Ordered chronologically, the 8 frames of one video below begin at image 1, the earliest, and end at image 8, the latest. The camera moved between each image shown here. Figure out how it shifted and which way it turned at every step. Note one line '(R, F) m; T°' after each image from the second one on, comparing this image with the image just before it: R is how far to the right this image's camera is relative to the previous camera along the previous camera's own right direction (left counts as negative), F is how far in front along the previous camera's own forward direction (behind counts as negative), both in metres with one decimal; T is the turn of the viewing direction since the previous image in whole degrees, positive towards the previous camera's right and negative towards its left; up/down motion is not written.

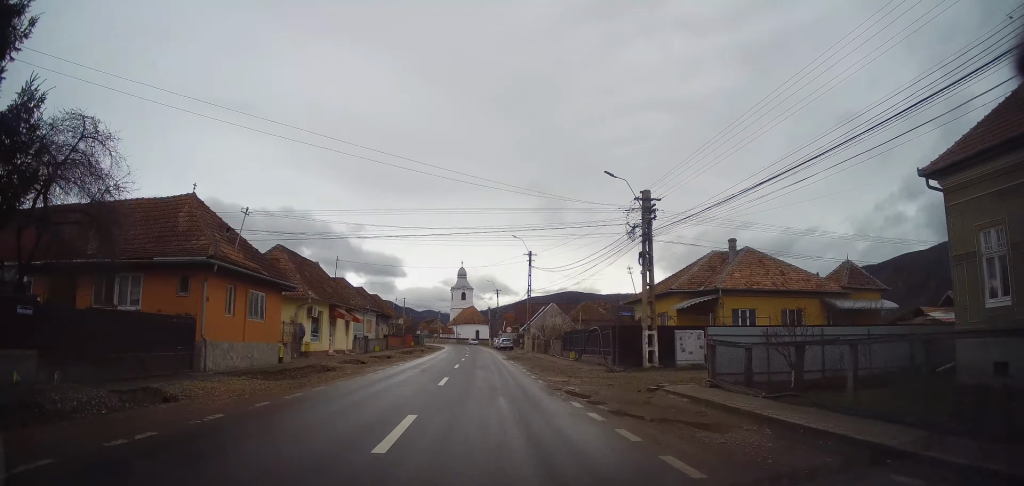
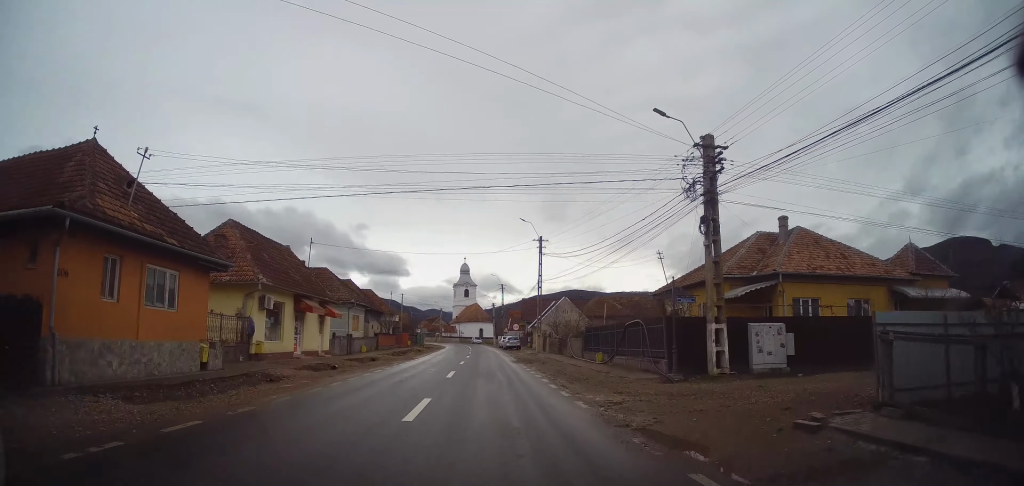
(-0.1, +6.7) m; -1°
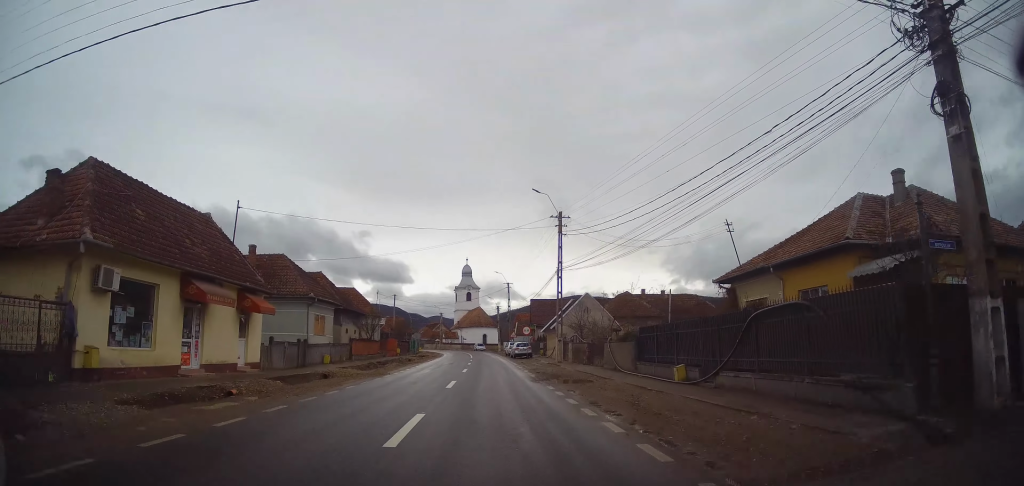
(0.0, +10.6) m; -1°
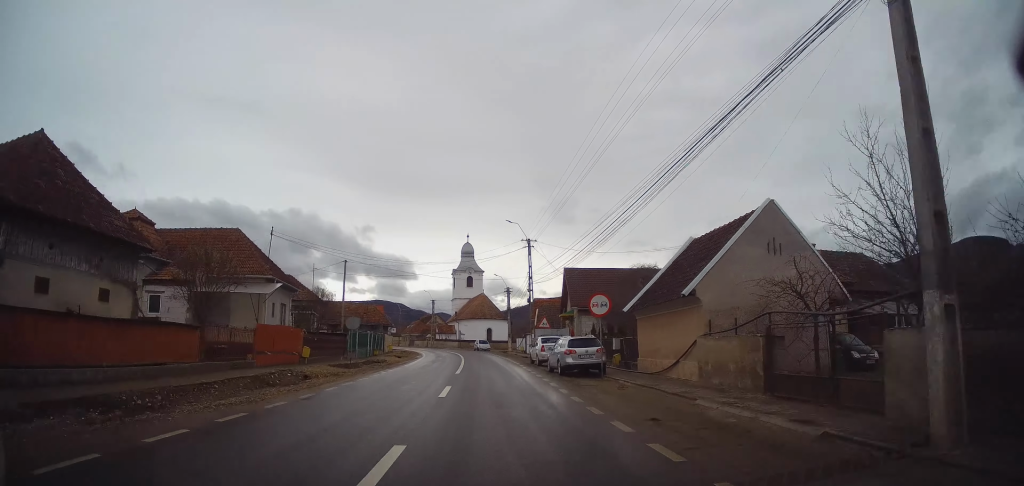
(-0.4, +29.7) m; +1°
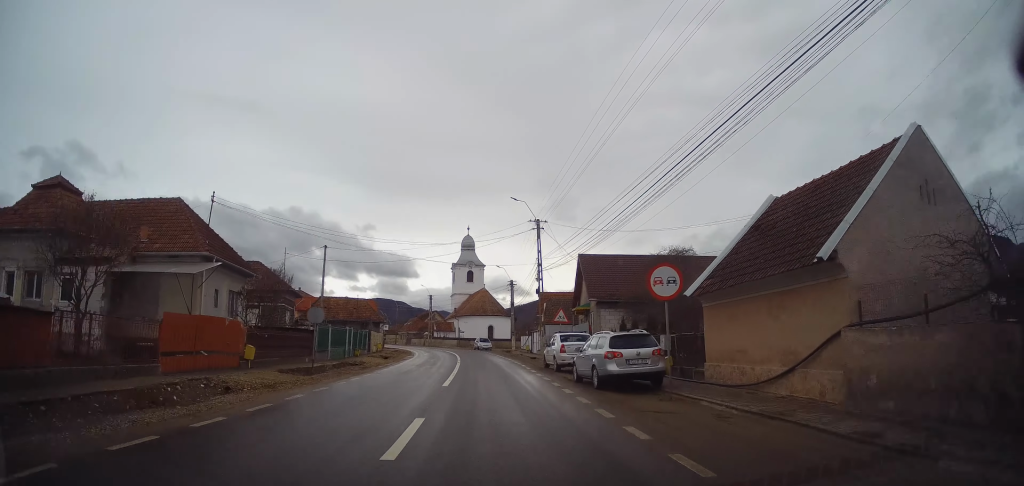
(+0.1, +6.8) m; 0°
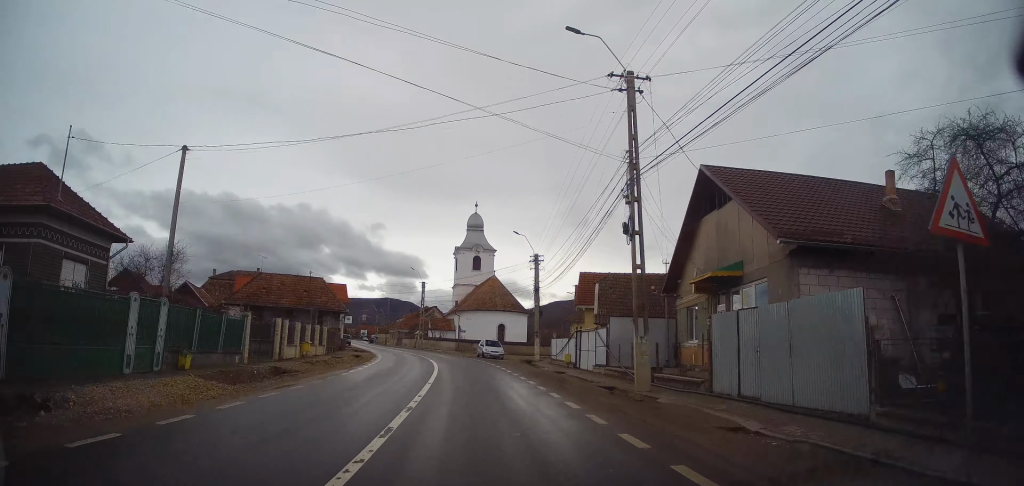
(-0.5, +22.5) m; -1°
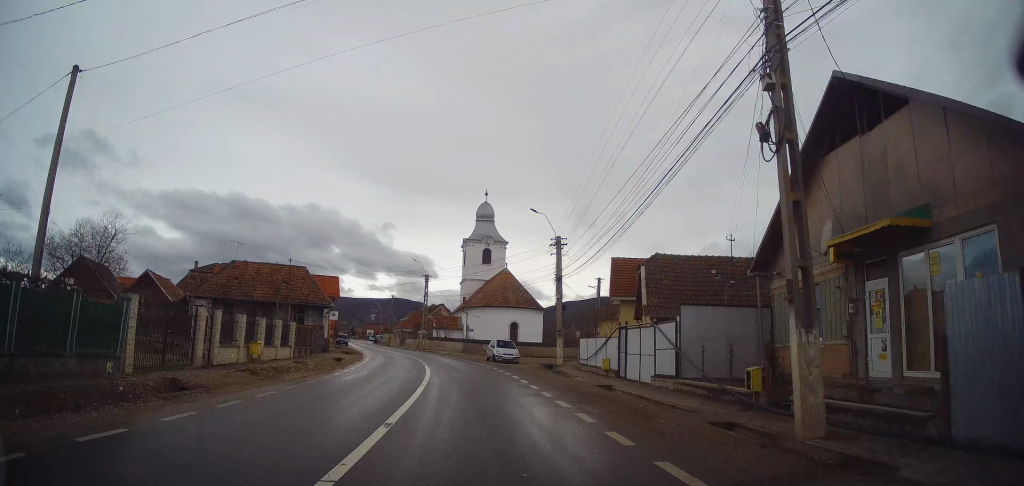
(+0.3, +7.7) m; -1°
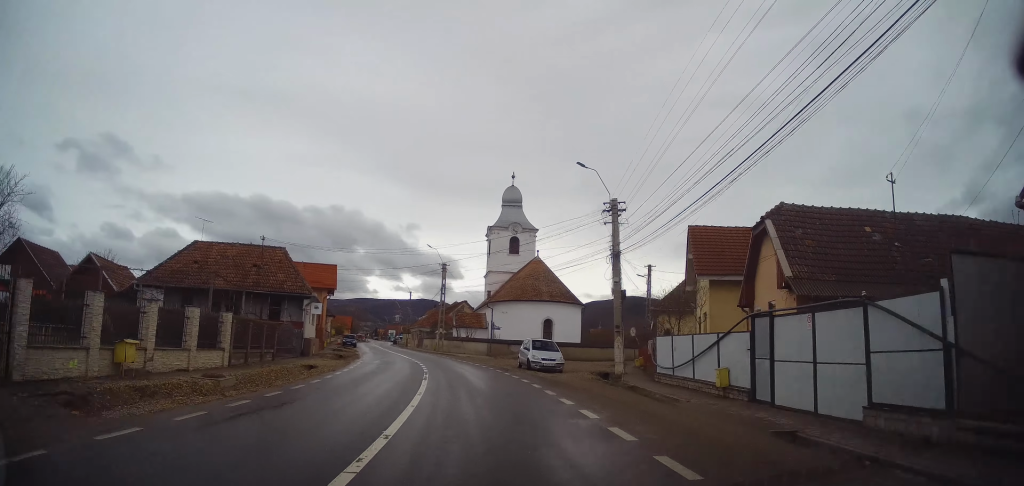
(+0.3, +9.8) m; -1°
